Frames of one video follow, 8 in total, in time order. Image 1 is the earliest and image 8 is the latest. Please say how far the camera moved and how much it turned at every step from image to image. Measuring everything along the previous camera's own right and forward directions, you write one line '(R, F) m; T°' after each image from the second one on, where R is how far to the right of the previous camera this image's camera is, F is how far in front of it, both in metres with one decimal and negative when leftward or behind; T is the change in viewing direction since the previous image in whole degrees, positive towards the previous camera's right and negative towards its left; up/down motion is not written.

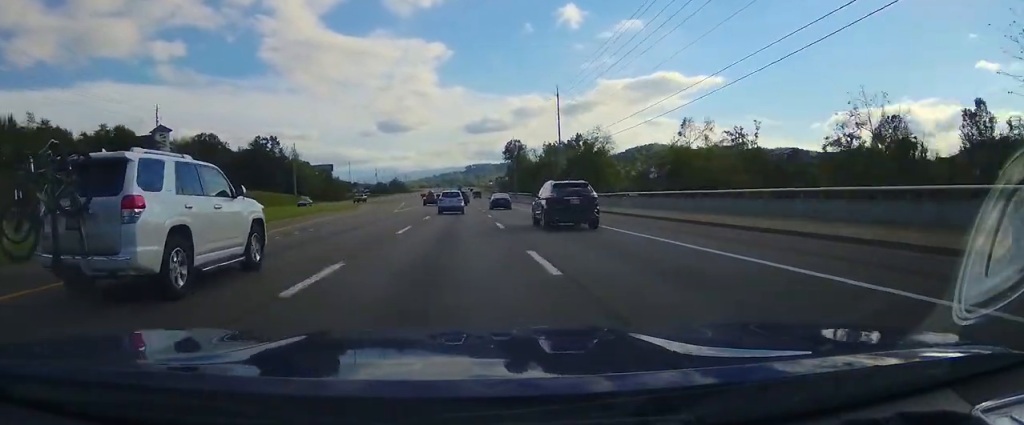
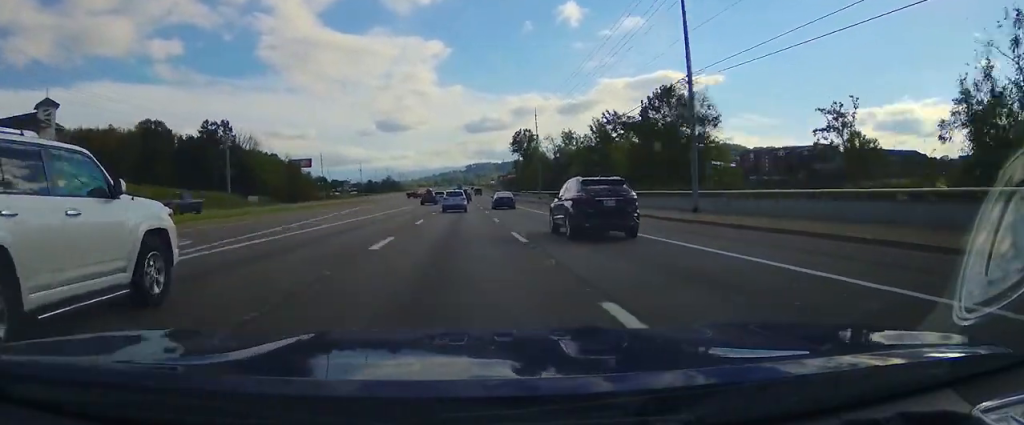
(0.0, +44.2) m; 0°
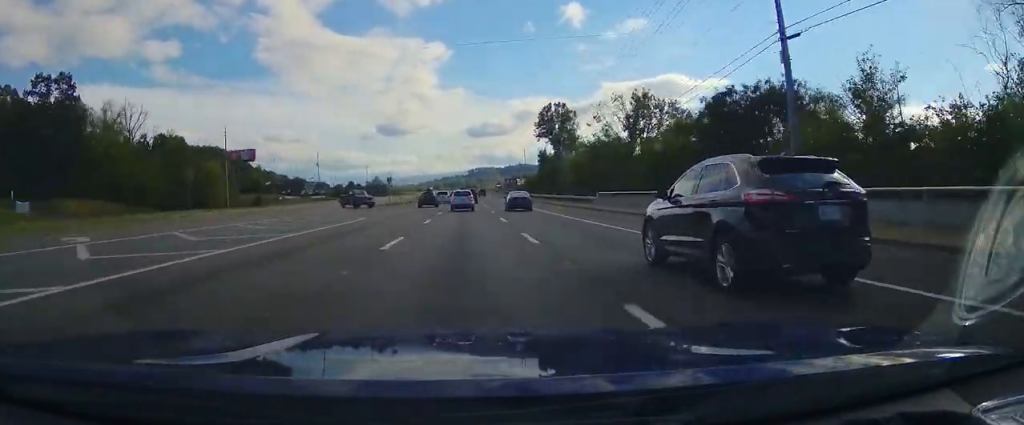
(-0.6, +75.7) m; 0°
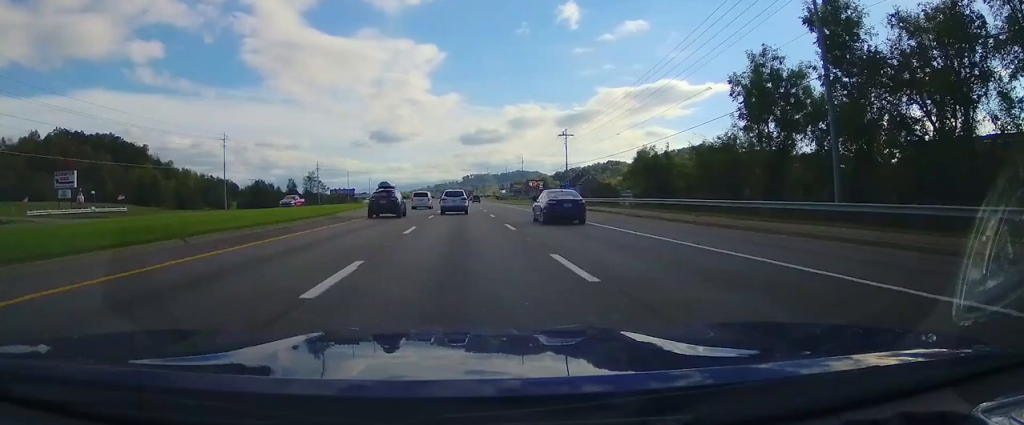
(+1.3, +139.1) m; 0°
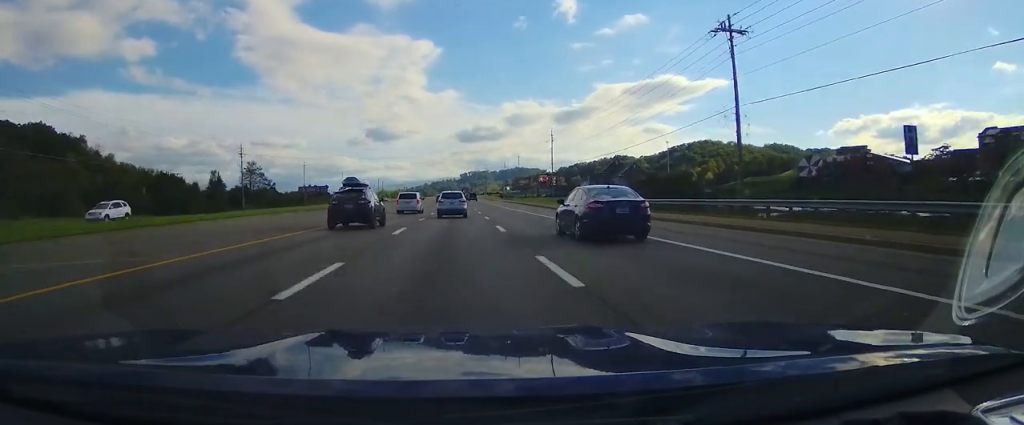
(0.0, +58.8) m; 0°
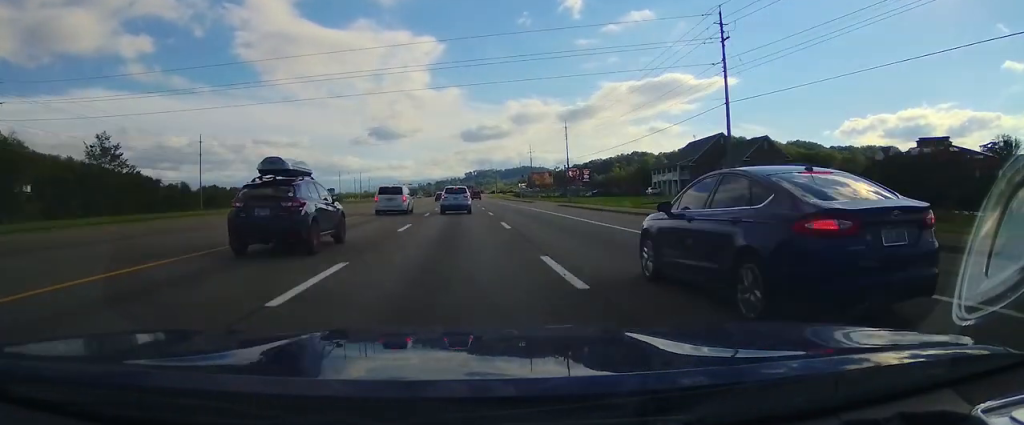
(-0.6, +64.9) m; 0°
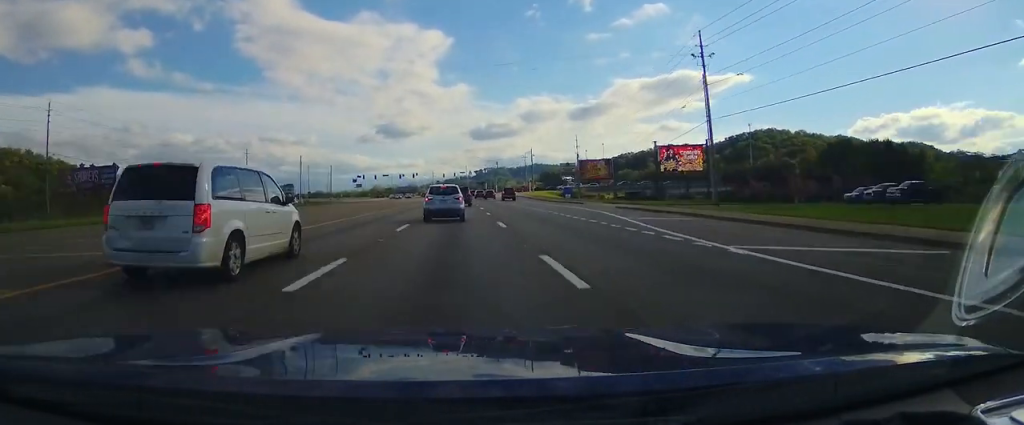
(-0.3, +89.4) m; 0°
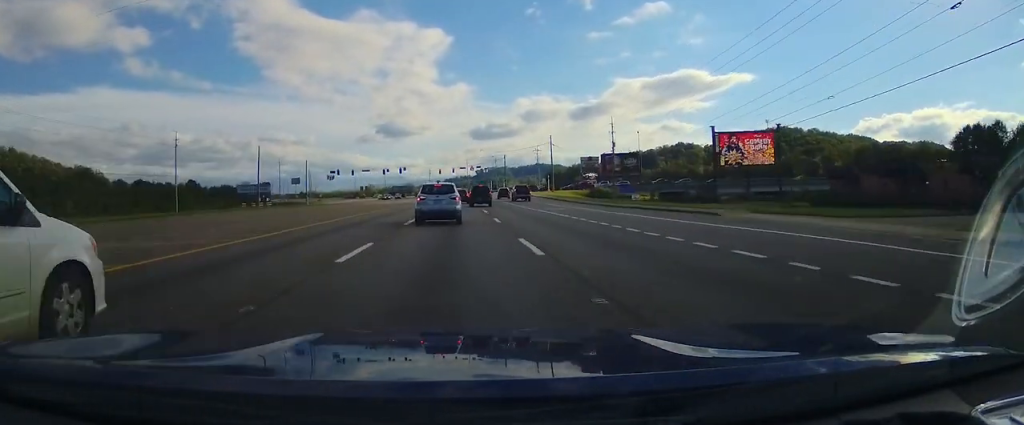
(0.0, +25.5) m; 0°
